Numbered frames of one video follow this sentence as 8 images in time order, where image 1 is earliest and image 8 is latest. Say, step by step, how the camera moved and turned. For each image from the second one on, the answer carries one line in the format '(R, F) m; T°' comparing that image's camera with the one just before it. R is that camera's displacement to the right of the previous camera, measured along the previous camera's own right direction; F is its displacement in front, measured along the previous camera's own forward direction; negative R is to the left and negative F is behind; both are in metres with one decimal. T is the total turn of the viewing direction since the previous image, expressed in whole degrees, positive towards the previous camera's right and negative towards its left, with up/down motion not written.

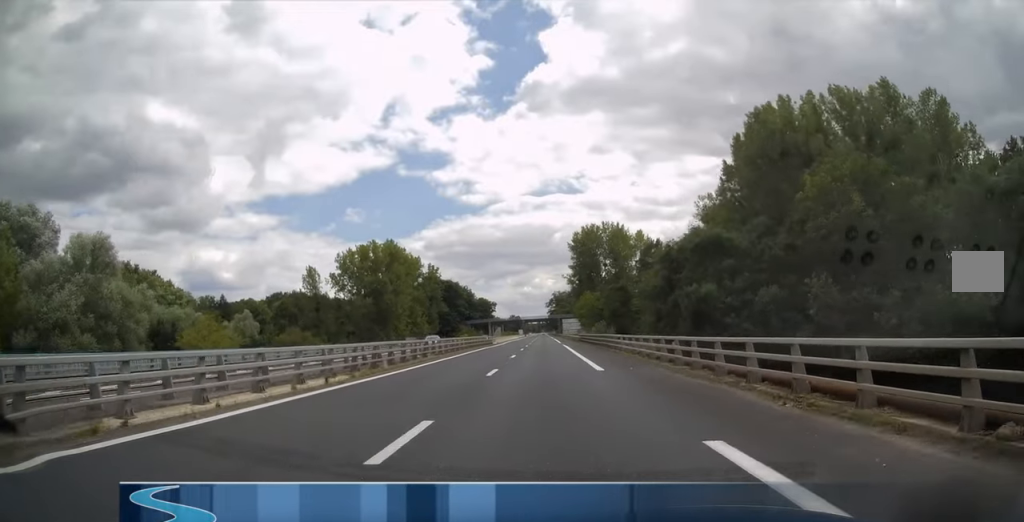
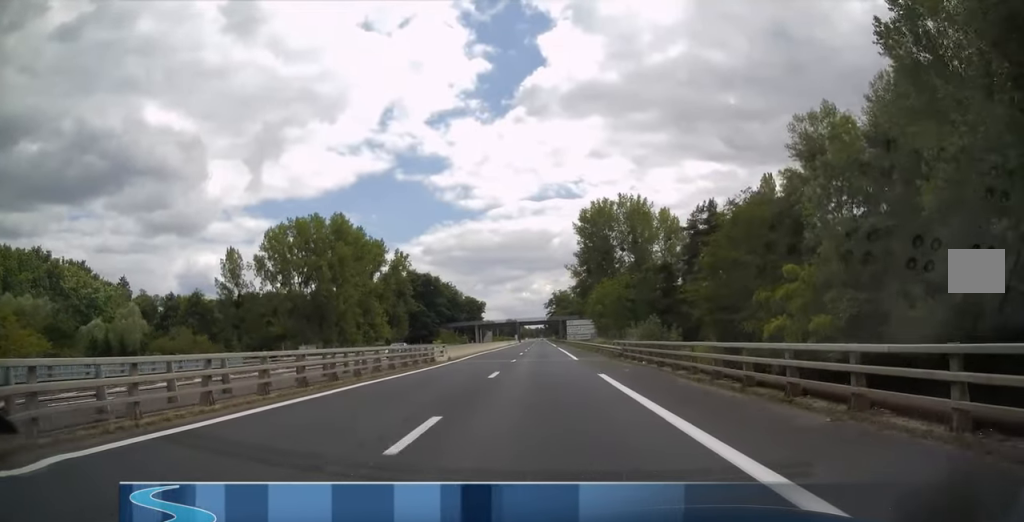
(0.0, +39.7) m; 0°
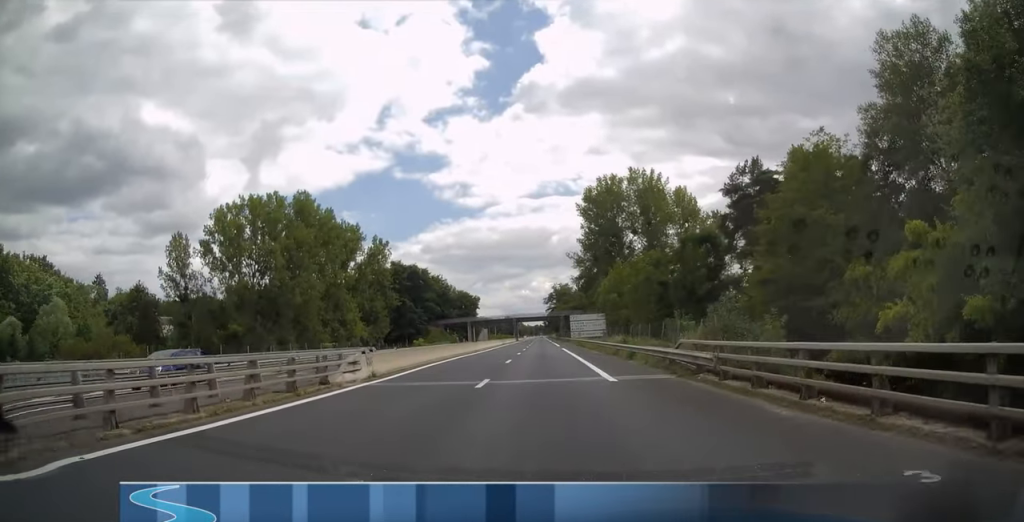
(0.0, +18.1) m; 0°
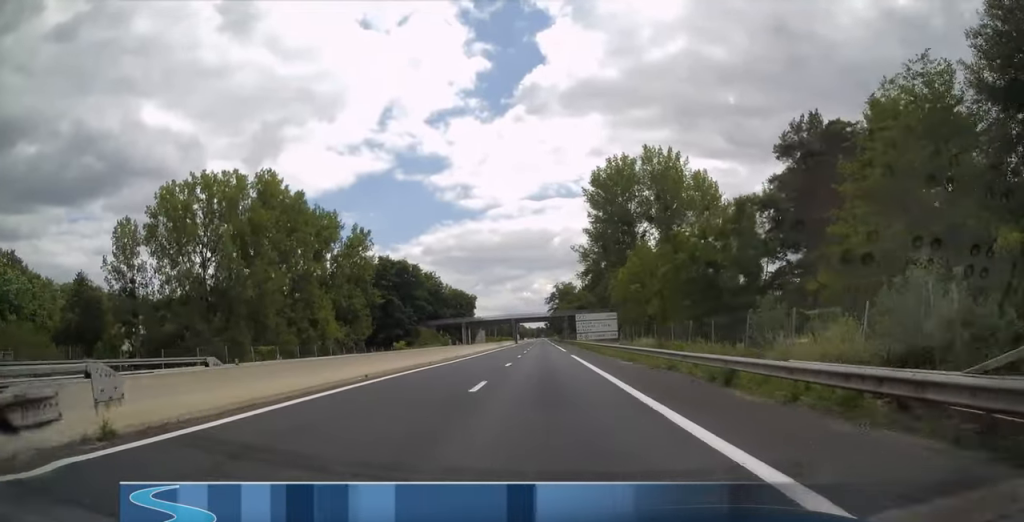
(0.0, +14.7) m; 0°
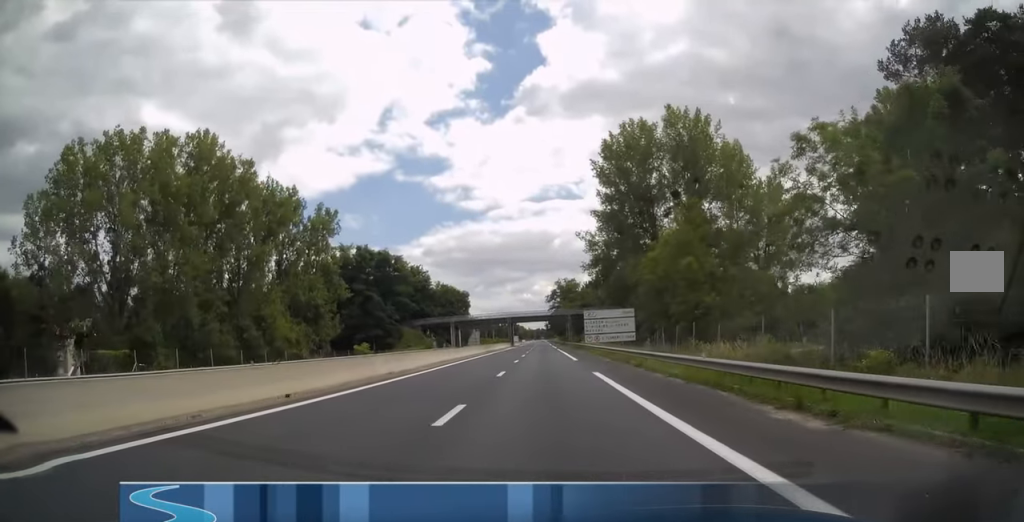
(-0.1, +18.6) m; 0°
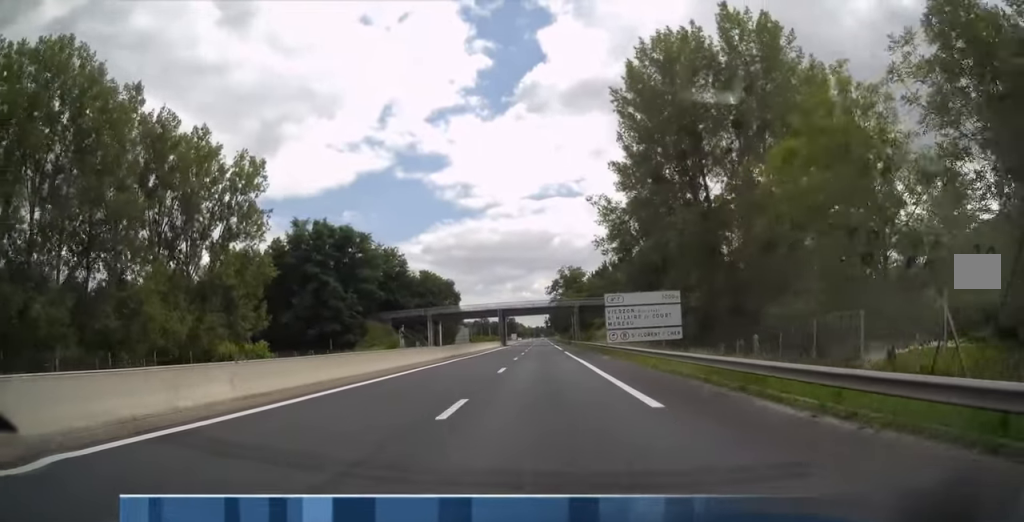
(+0.3, +26.4) m; +1°
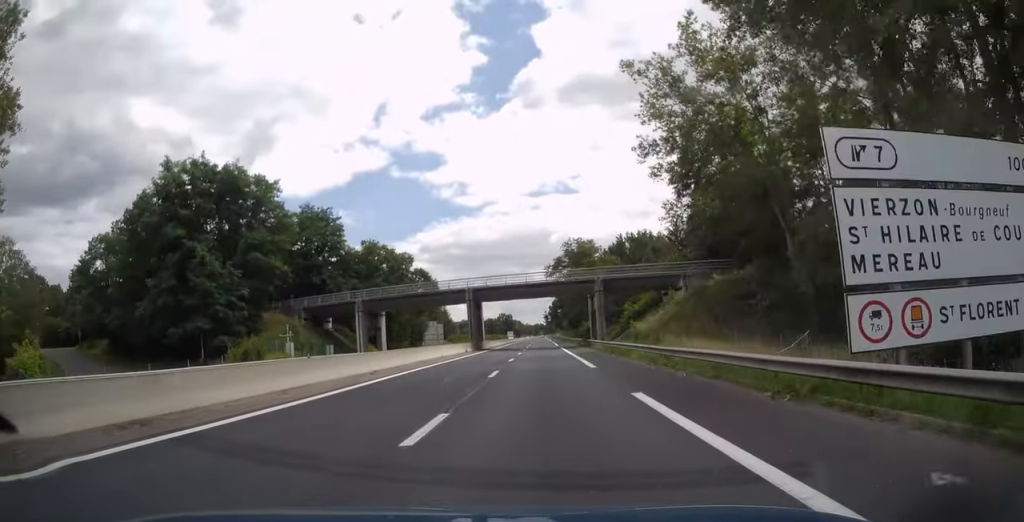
(0.0, +41.2) m; 0°
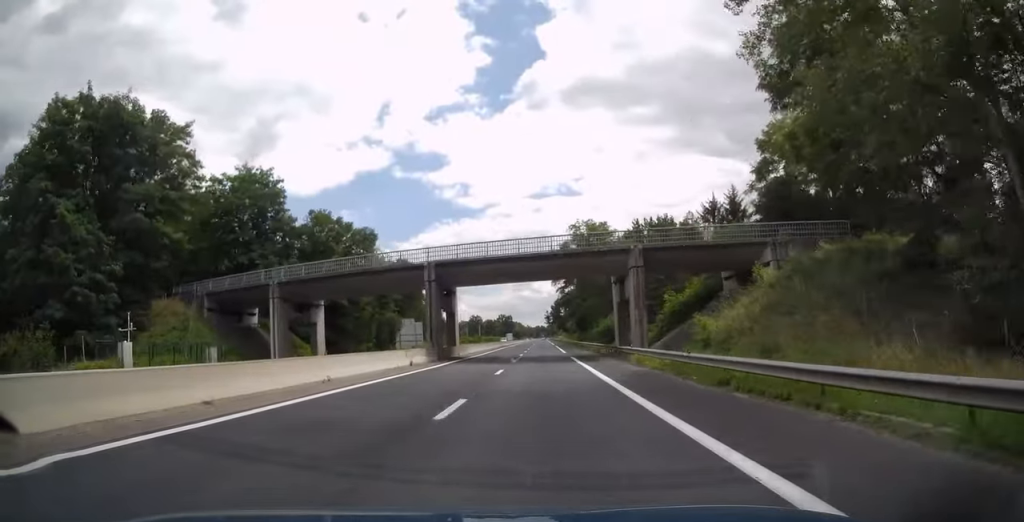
(0.0, +22.1) m; 0°
